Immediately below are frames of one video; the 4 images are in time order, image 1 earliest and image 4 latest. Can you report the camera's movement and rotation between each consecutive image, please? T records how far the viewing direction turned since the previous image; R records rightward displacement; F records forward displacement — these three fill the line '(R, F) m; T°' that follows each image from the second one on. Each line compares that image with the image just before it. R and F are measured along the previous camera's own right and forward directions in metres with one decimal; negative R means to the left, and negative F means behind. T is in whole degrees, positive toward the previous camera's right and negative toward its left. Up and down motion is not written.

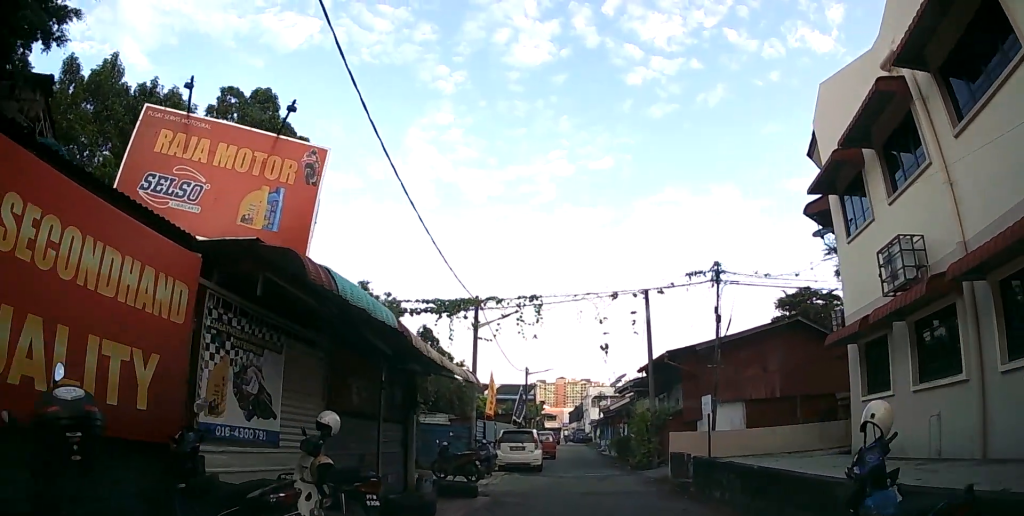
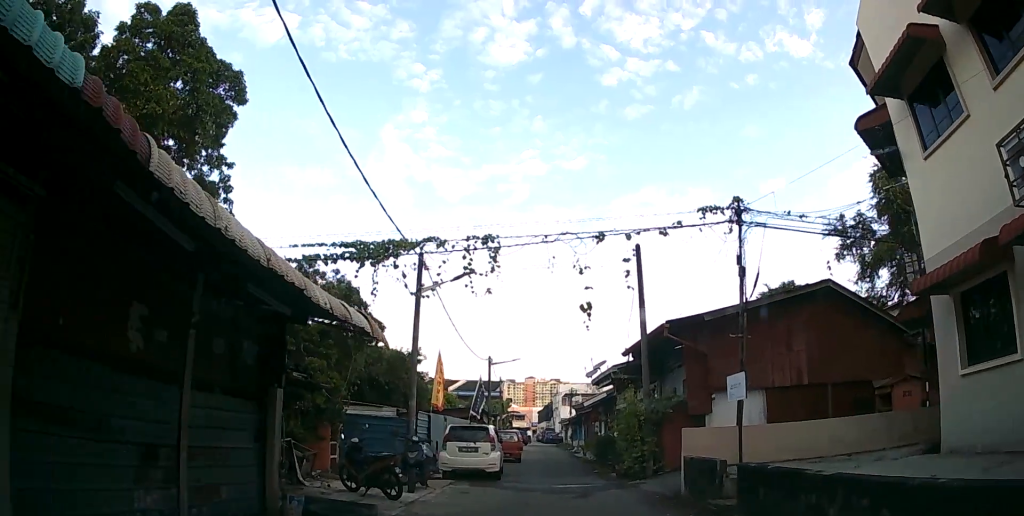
(+0.1, +4.9) m; +2°
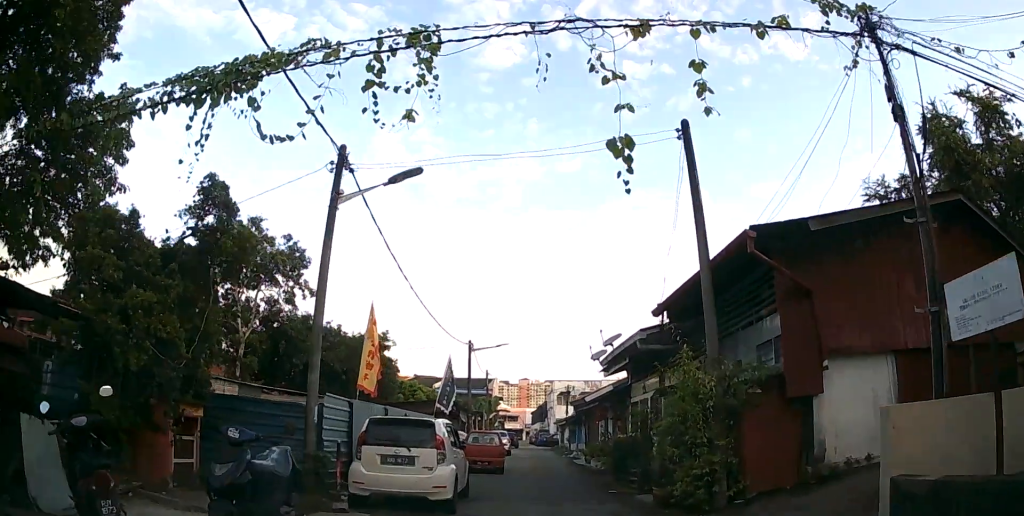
(+0.1, +6.5) m; +3°
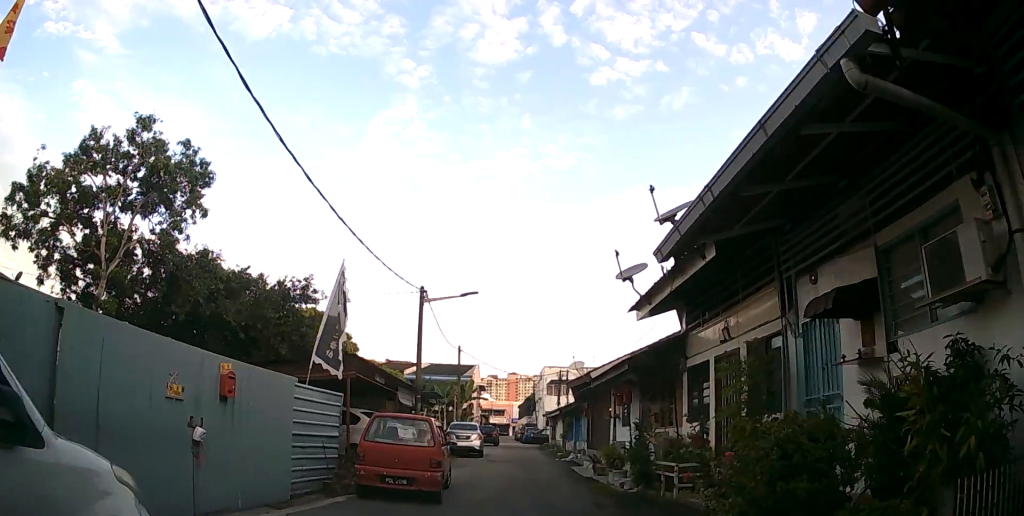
(+0.3, +9.3) m; +2°
